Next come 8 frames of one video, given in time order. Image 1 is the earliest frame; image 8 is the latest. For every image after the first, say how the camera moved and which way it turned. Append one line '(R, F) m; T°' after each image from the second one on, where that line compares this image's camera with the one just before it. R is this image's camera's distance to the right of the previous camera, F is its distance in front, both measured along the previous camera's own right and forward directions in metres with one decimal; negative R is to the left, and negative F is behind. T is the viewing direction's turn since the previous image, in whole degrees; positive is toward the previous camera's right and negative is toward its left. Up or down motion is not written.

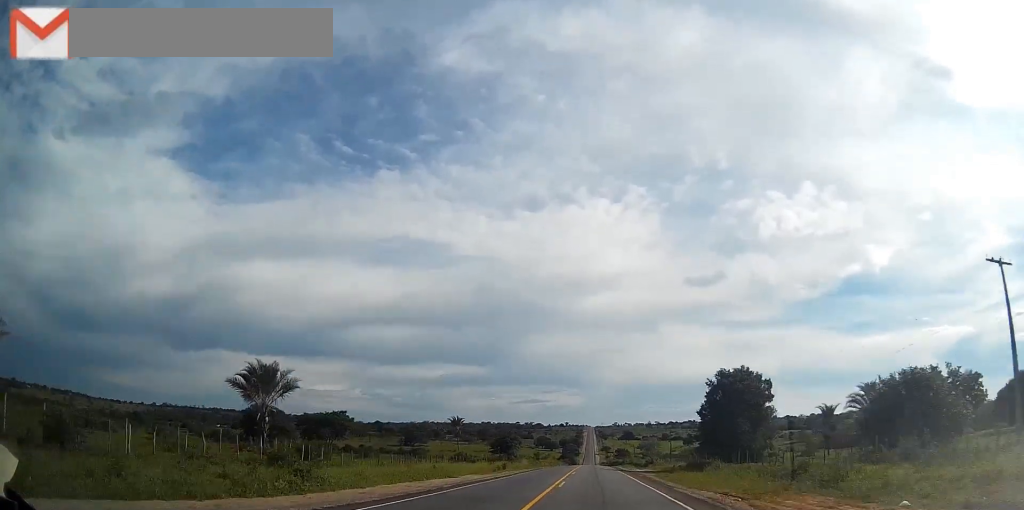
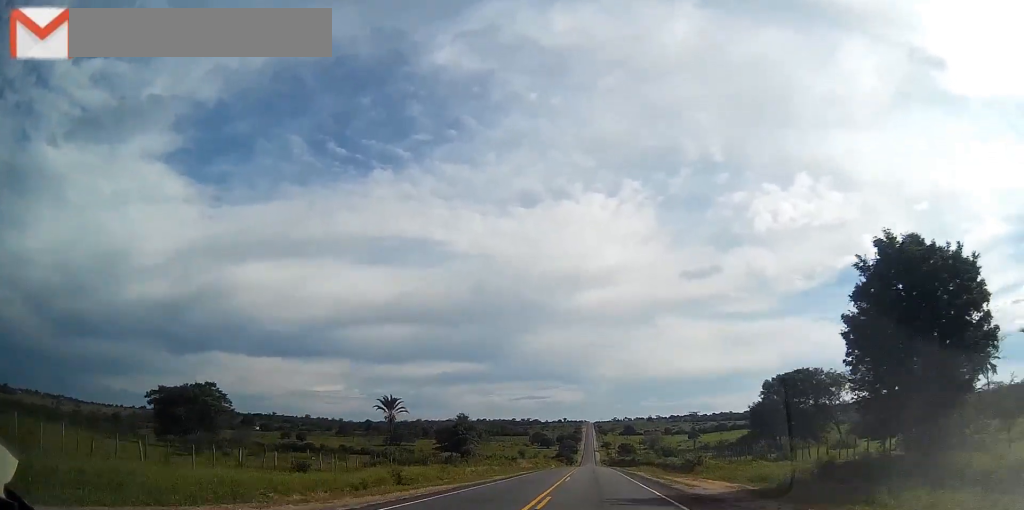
(+0.1, +37.2) m; 0°
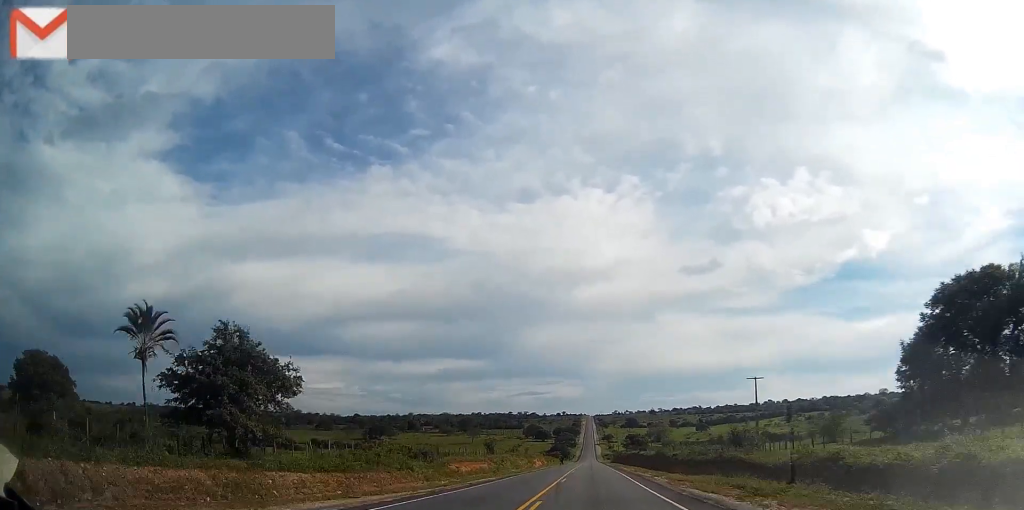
(-0.1, +48.7) m; 0°
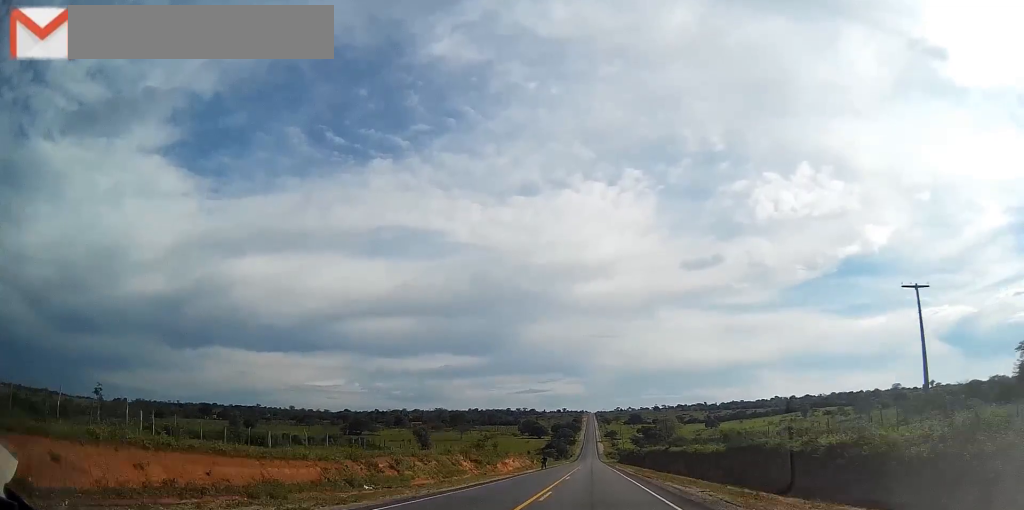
(0.0, +42.3) m; 0°
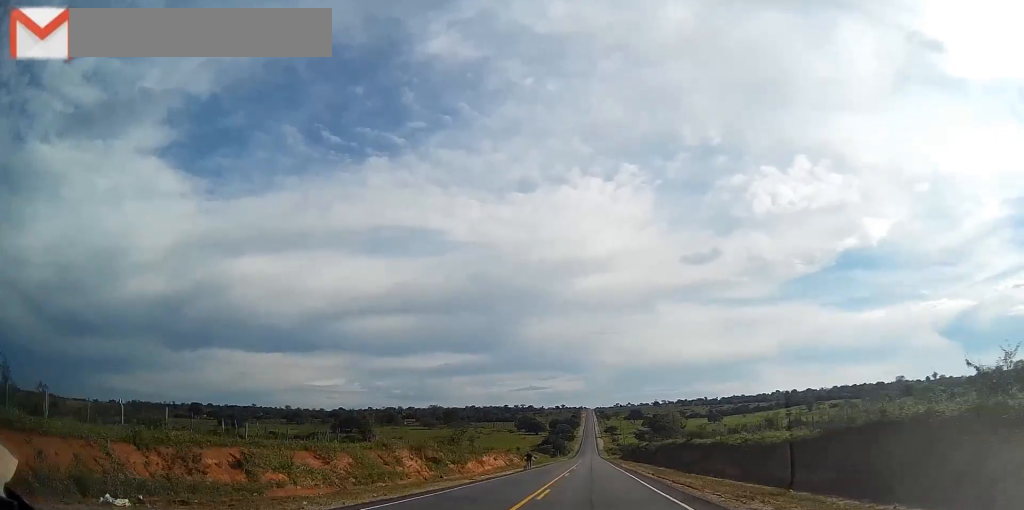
(0.0, +16.3) m; 0°
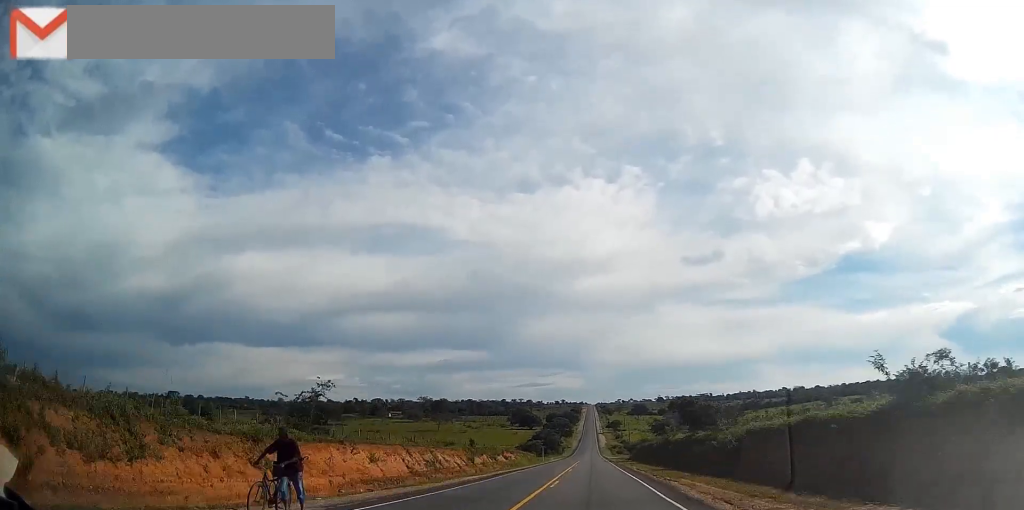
(0.0, +42.7) m; 0°
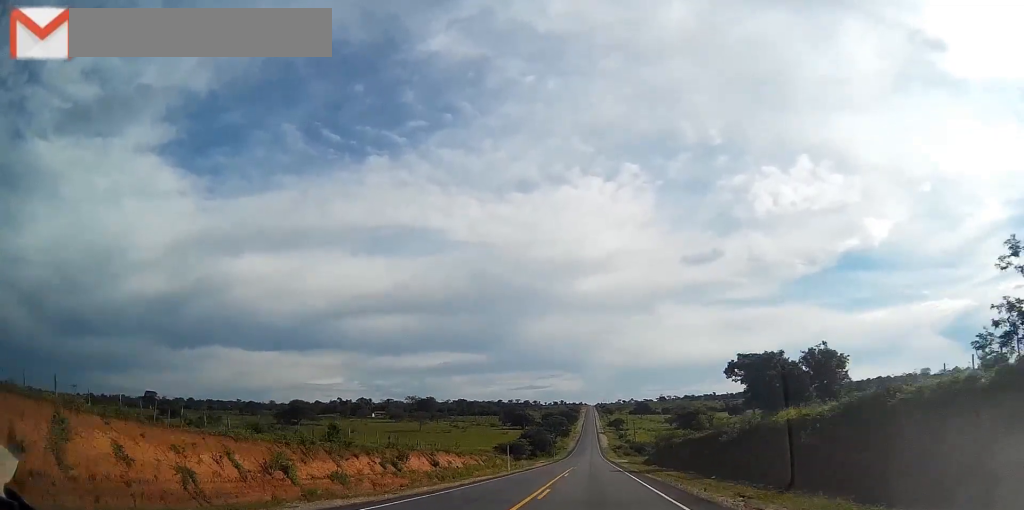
(0.0, +34.9) m; 0°
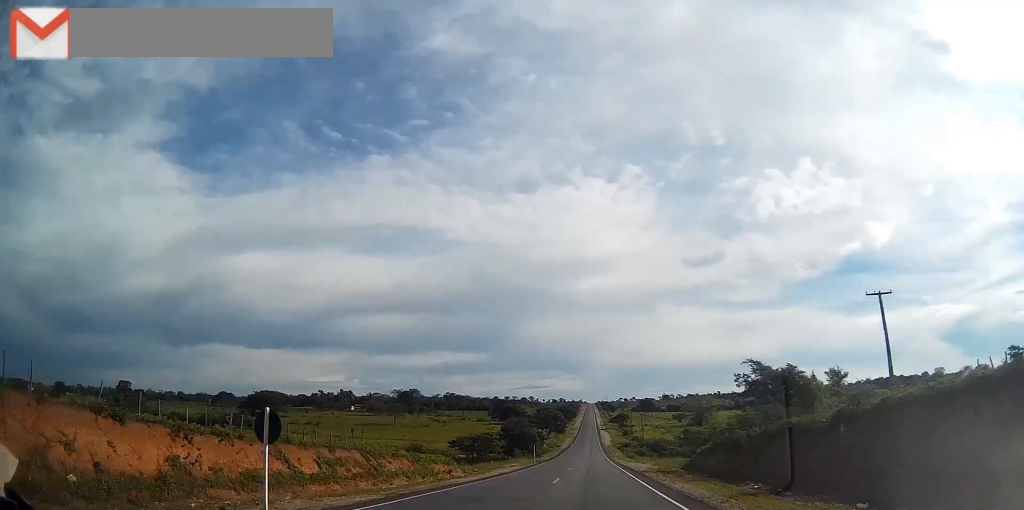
(+0.1, +40.2) m; 0°
